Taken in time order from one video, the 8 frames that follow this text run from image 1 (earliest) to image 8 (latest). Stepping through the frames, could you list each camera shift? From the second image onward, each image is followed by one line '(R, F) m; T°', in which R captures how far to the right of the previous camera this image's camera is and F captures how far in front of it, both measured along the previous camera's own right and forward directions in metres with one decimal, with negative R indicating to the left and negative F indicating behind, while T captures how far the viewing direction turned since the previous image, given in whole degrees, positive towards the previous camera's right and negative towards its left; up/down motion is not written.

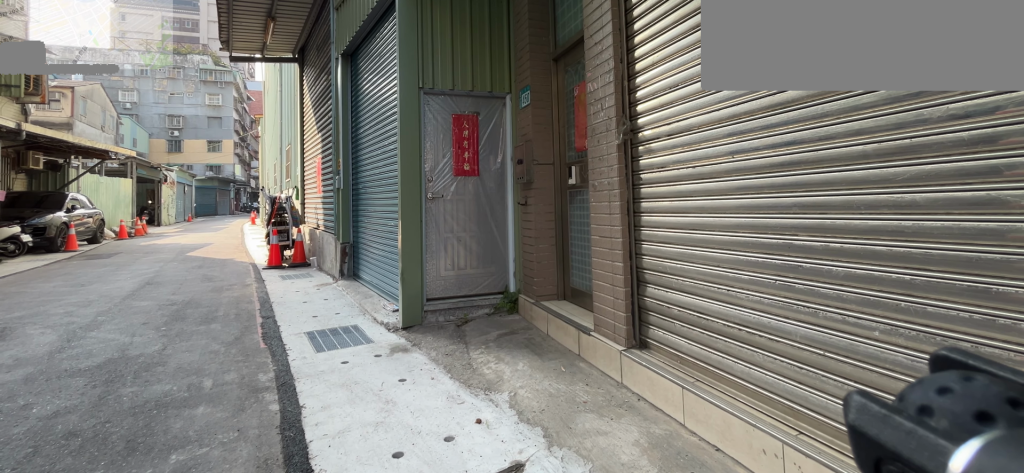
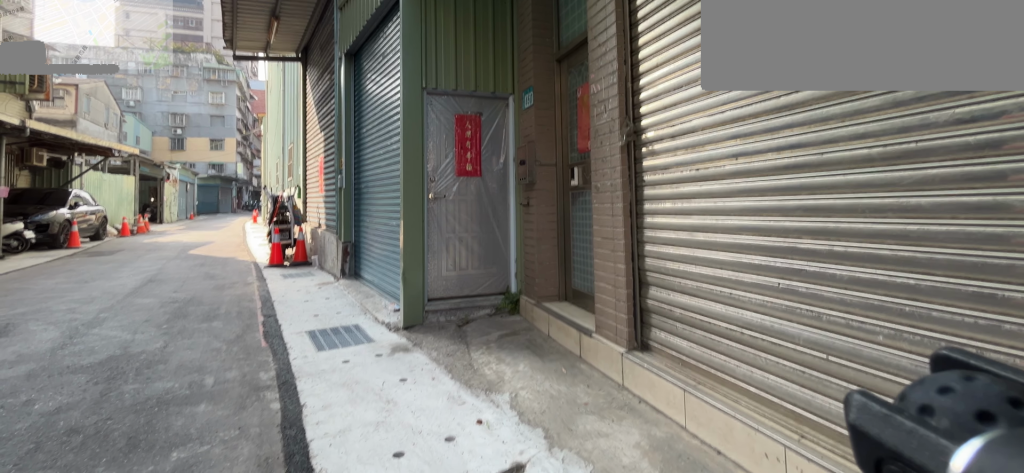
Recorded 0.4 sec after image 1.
(0.0, 0.0) m; 0°
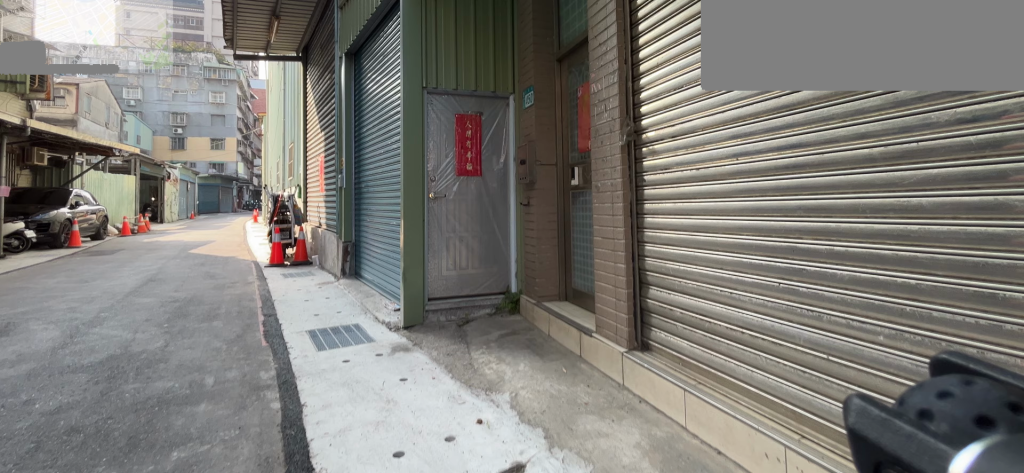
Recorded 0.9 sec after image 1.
(0.0, 0.0) m; 0°
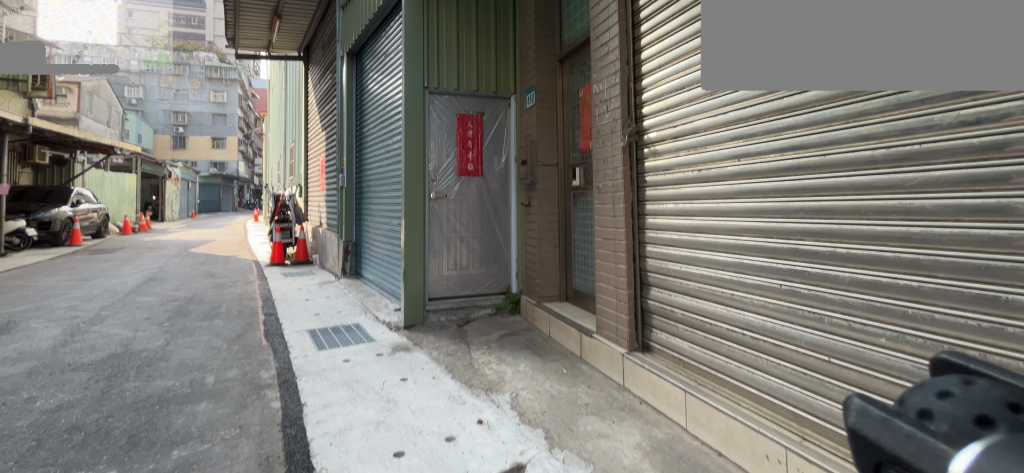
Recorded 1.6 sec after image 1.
(0.0, 0.0) m; 0°
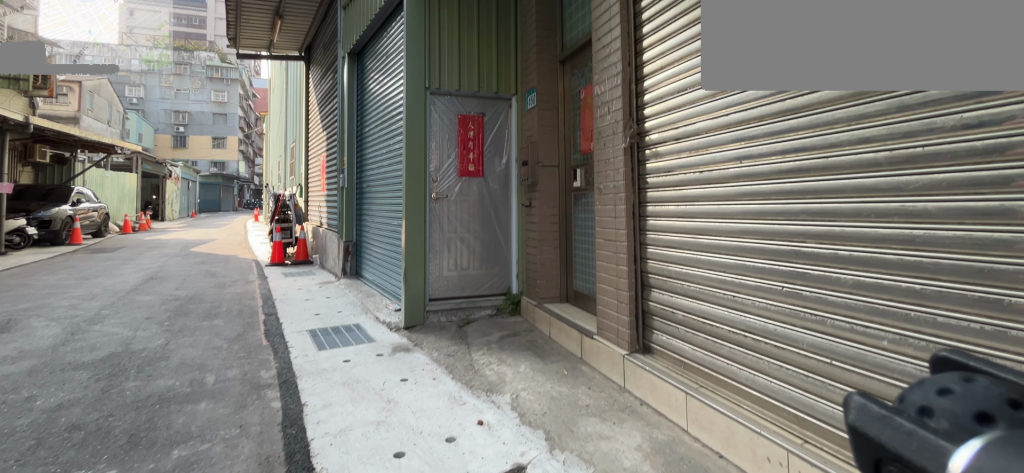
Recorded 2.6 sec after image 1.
(0.0, 0.0) m; 0°
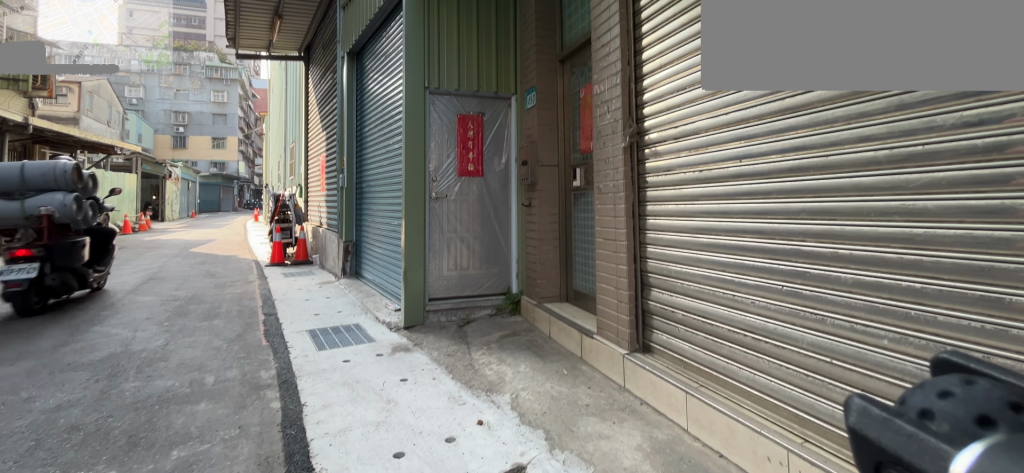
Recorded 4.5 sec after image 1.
(0.0, 0.0) m; 0°
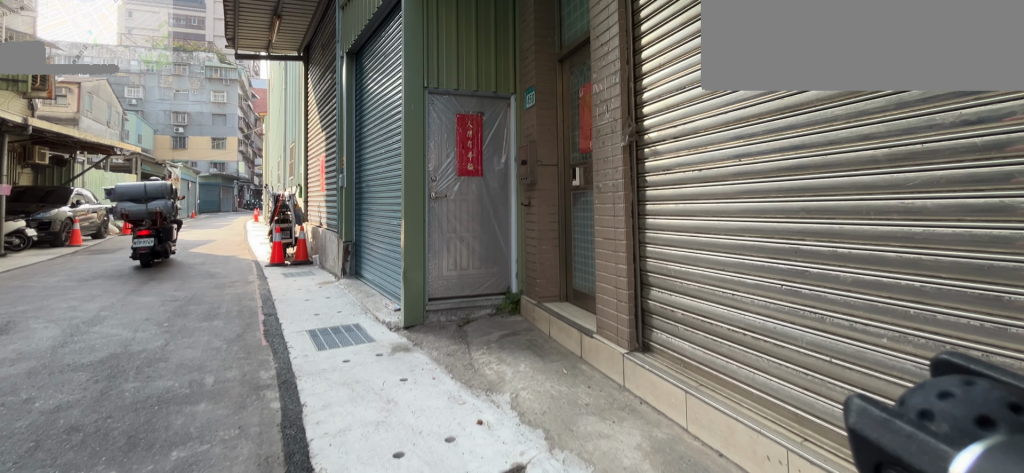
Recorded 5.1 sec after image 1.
(0.0, 0.0) m; 0°
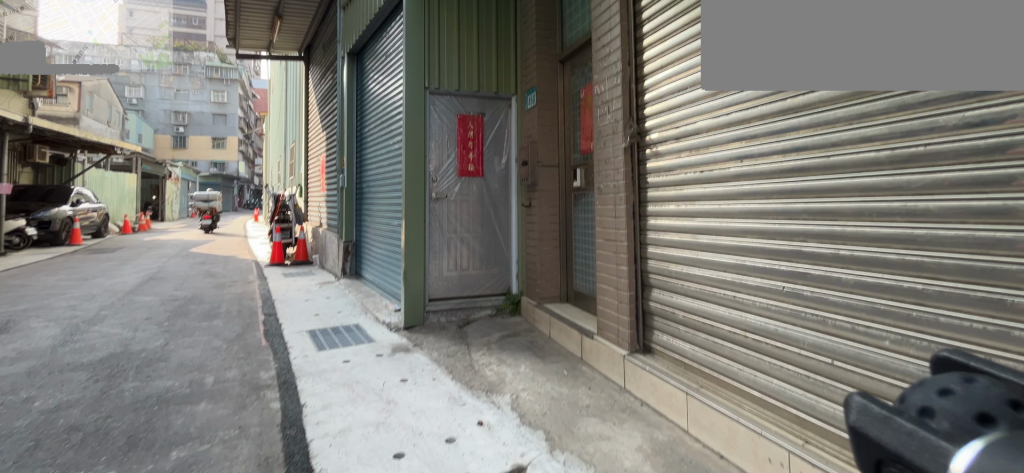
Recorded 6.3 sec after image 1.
(0.0, 0.0) m; 0°
